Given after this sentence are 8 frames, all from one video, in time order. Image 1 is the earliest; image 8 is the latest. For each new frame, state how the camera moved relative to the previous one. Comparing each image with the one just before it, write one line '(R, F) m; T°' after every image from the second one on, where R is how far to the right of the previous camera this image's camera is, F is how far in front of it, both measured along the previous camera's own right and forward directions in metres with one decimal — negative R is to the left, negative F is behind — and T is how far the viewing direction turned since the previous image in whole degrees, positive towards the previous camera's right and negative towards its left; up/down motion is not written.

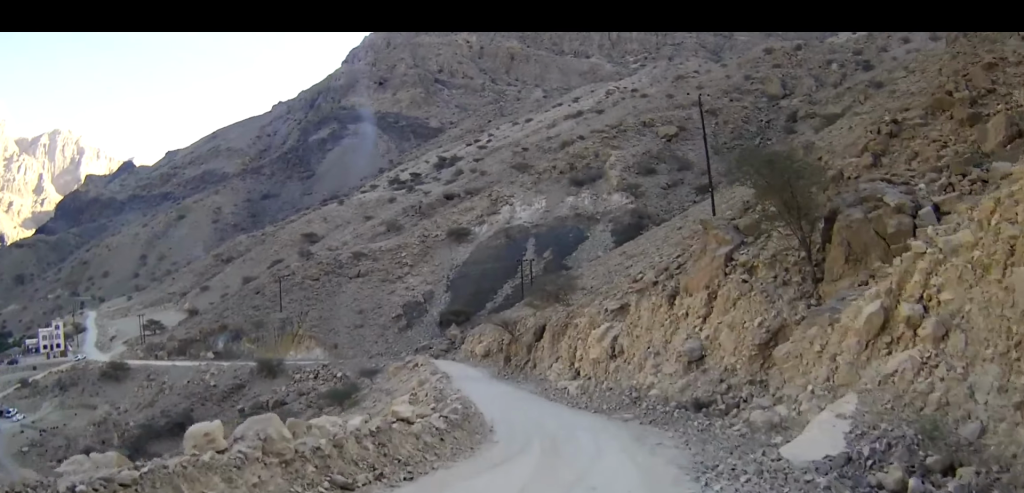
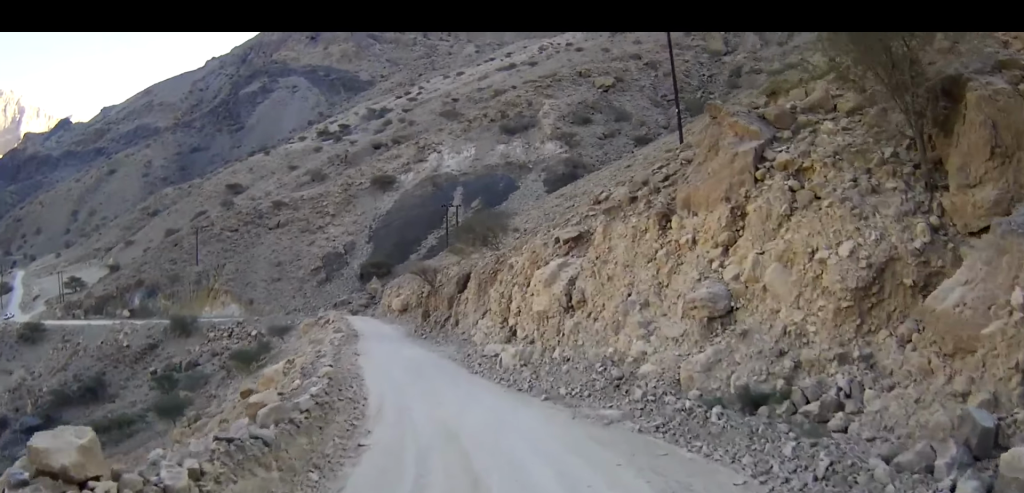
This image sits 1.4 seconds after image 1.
(+0.7, +9.8) m; +6°
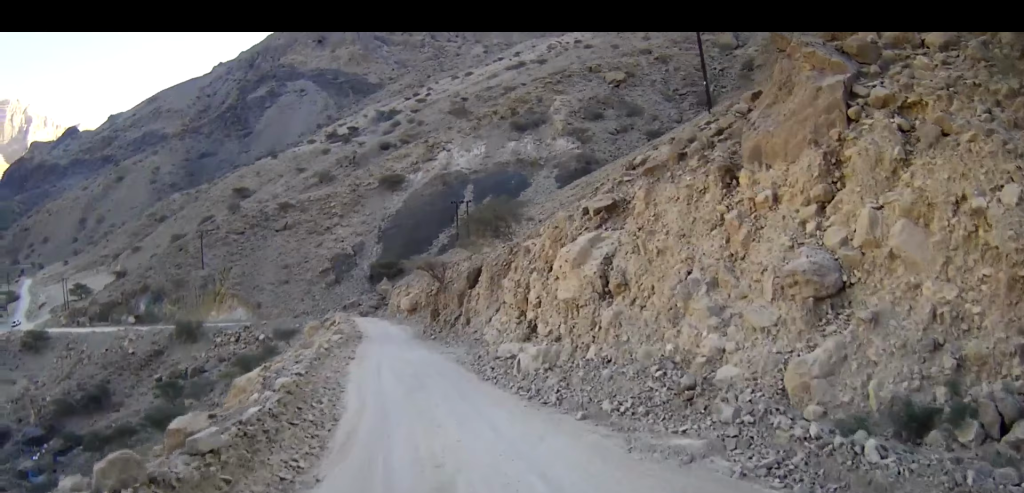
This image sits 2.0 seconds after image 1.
(0.0, +4.6) m; -1°
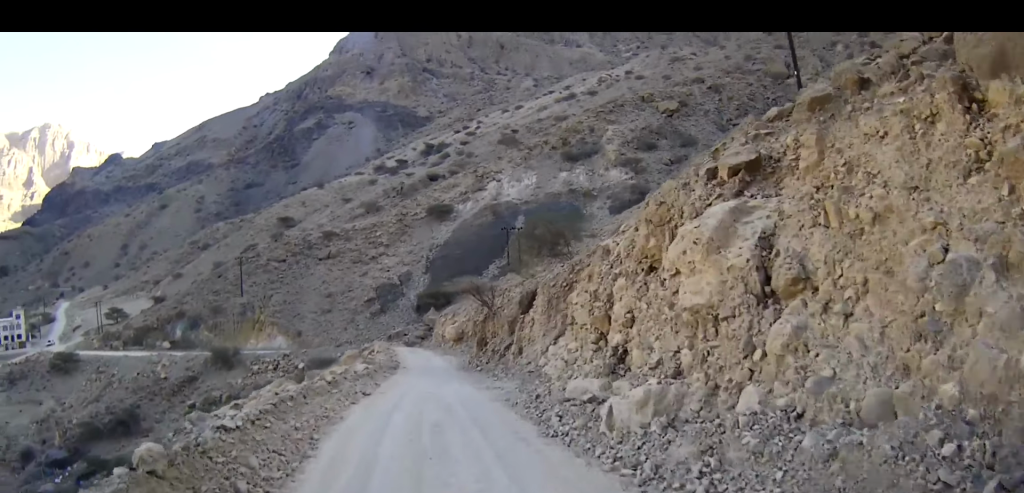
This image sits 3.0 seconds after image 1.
(-0.1, +6.5) m; -3°
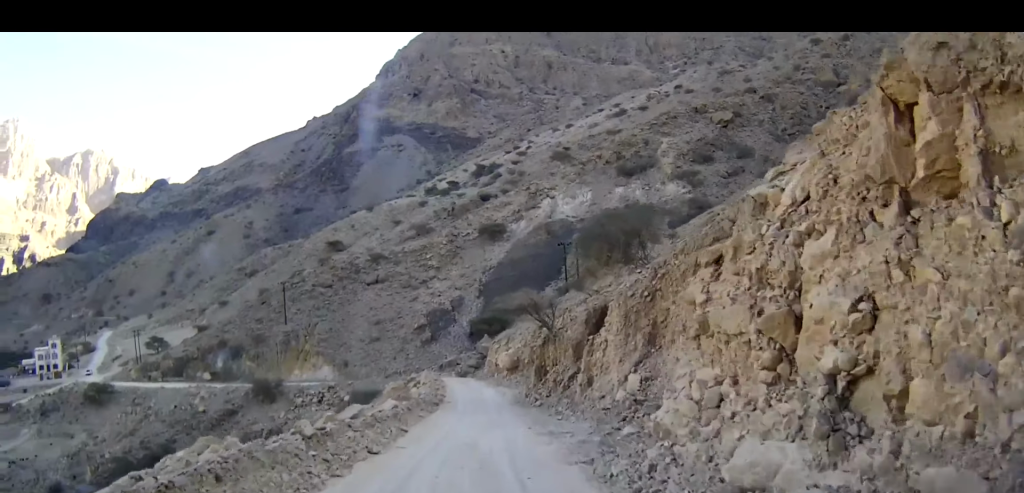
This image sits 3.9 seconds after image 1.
(-0.2, +6.4) m; -3°
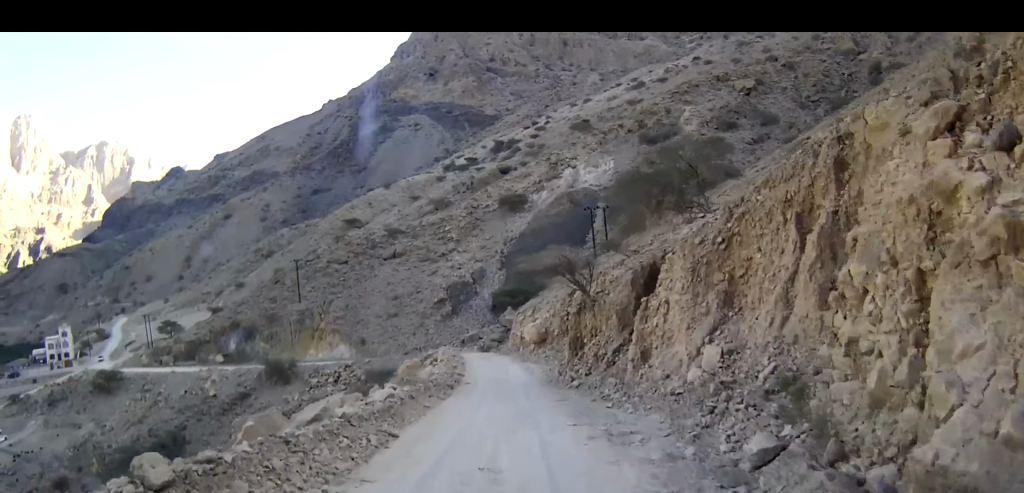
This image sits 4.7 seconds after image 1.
(-0.1, +6.4) m; -2°
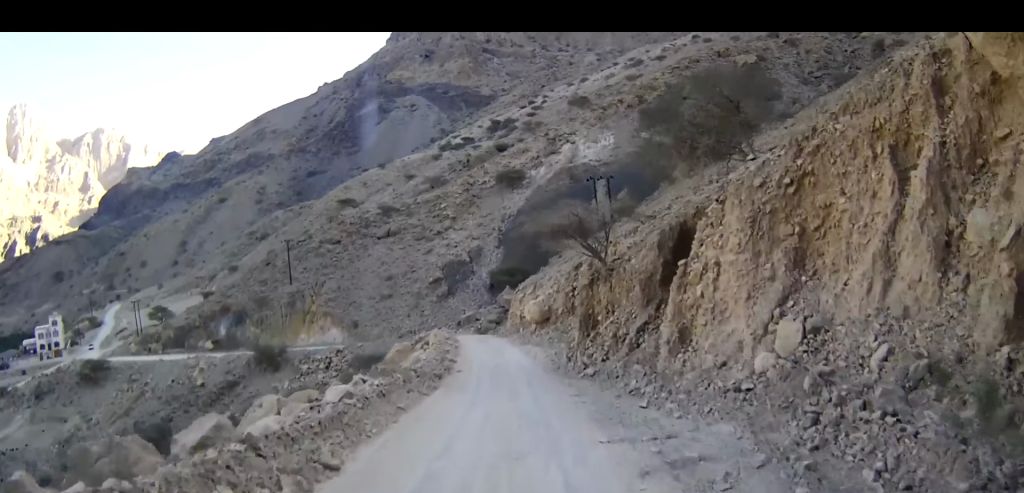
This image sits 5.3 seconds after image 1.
(-0.1, +5.1) m; 0°
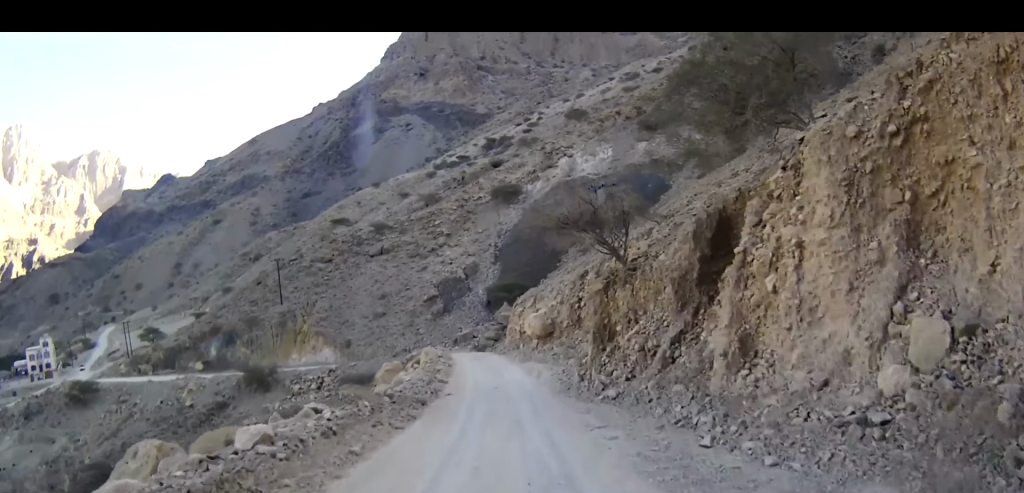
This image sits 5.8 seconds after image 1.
(0.0, +4.9) m; 0°
